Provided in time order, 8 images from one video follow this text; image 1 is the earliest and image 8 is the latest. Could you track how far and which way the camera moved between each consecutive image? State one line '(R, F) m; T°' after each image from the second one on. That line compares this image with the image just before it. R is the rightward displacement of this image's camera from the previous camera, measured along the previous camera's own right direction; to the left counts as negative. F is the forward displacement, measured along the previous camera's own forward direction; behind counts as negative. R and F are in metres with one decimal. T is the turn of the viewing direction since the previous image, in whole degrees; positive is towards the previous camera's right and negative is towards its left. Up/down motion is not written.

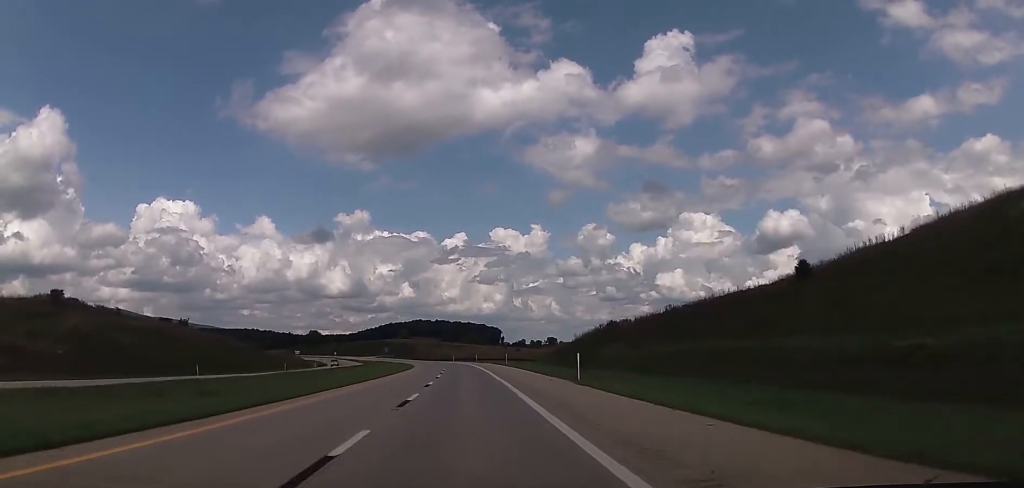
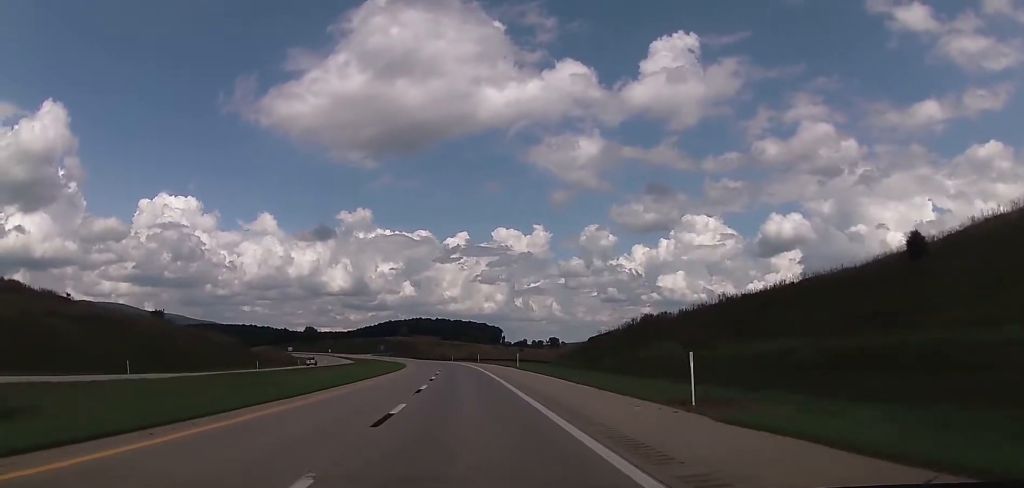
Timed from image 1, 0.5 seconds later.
(-0.1, +17.6) m; 0°
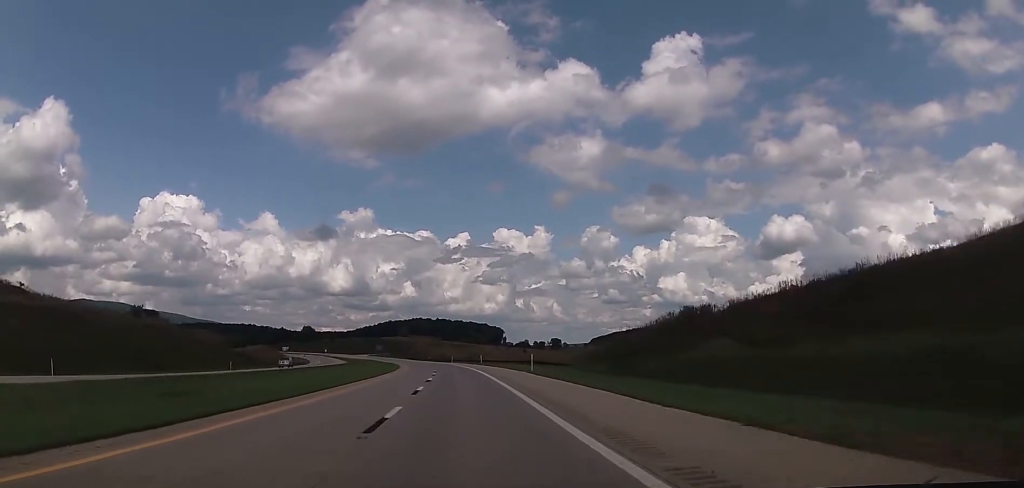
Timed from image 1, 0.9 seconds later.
(0.0, +13.2) m; 0°
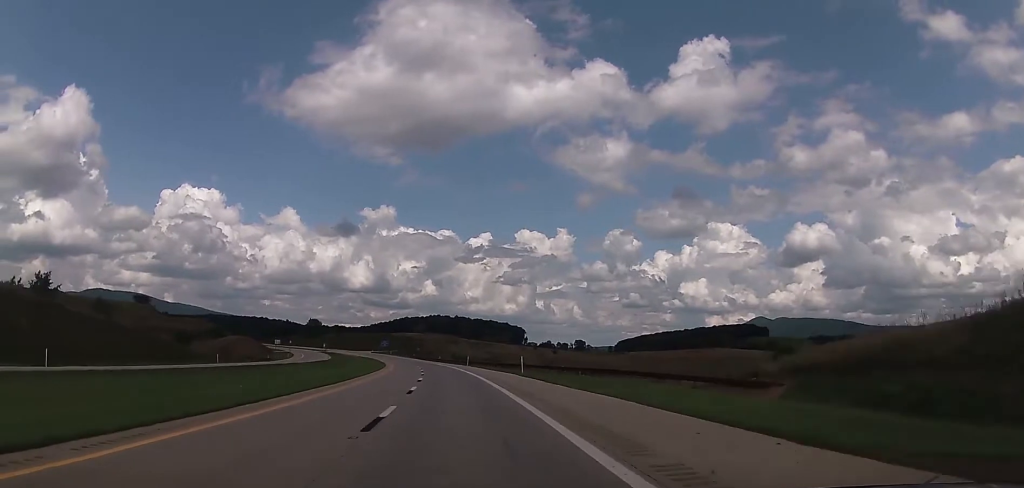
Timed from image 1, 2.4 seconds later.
(+0.2, +49.4) m; 0°
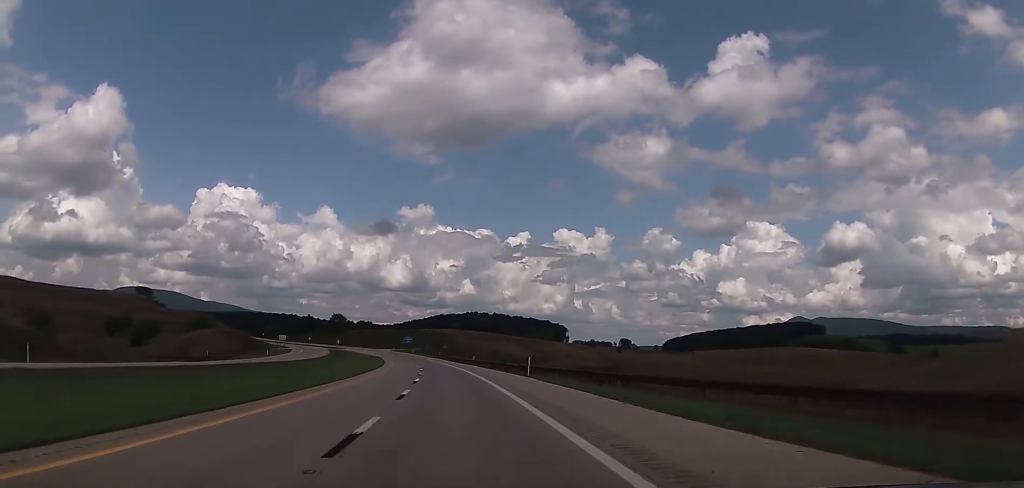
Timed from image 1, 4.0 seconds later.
(-1.6, +52.7) m; -4°
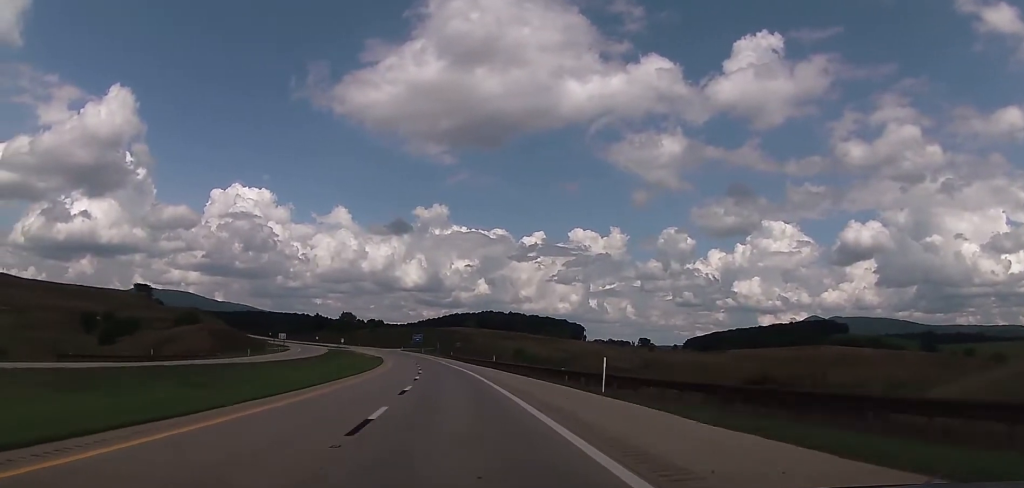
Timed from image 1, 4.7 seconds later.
(-0.4, +21.9) m; -1°
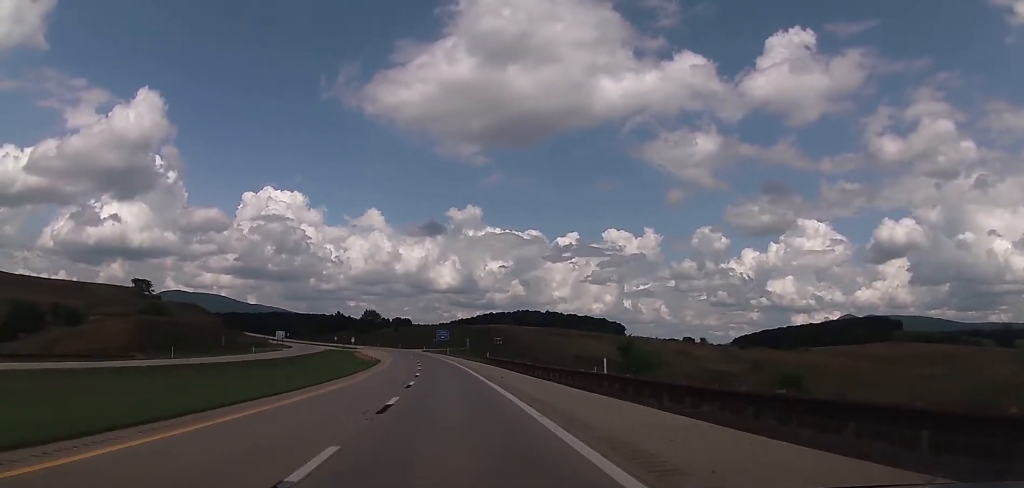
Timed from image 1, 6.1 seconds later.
(-0.7, +45.0) m; -3°
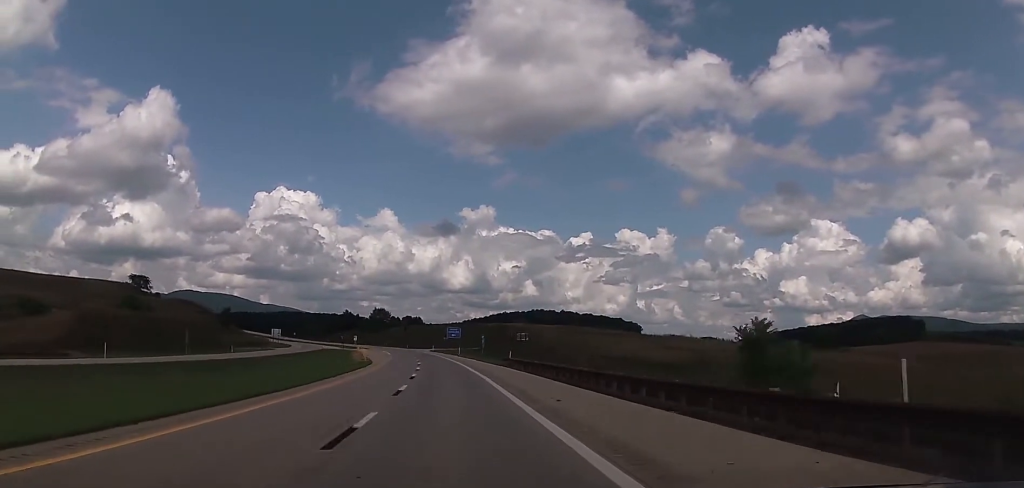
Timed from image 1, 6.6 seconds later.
(-0.3, +18.7) m; -1°
